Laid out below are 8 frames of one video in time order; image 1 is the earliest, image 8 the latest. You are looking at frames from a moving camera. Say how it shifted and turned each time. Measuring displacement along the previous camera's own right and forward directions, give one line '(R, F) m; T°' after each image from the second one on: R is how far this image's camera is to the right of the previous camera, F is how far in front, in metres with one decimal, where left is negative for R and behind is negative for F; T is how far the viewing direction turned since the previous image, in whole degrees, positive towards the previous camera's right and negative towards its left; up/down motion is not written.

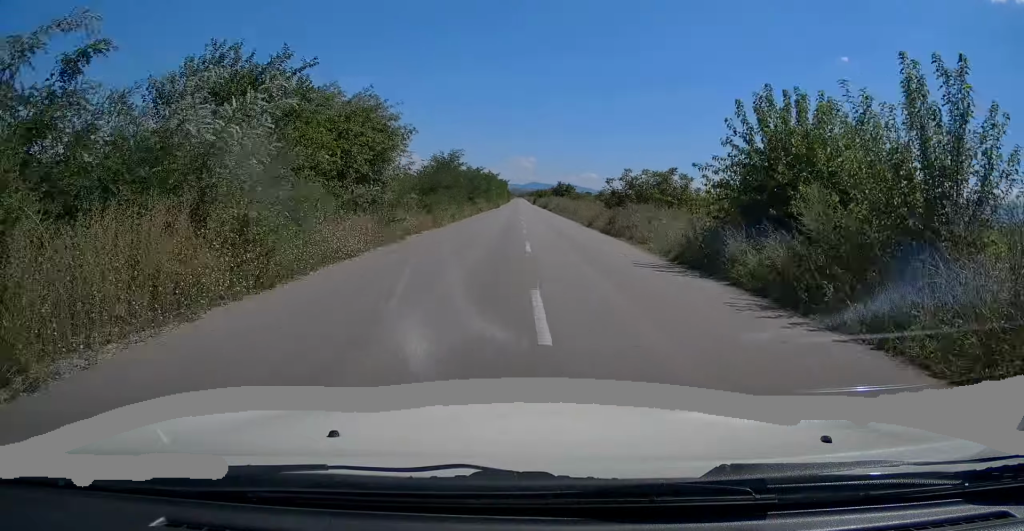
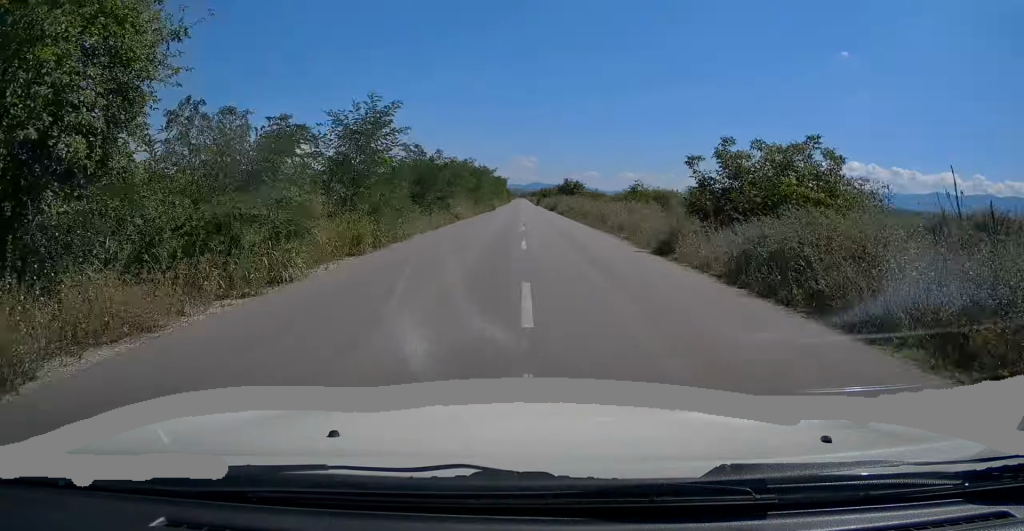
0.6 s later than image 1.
(-0.2, +17.0) m; 0°
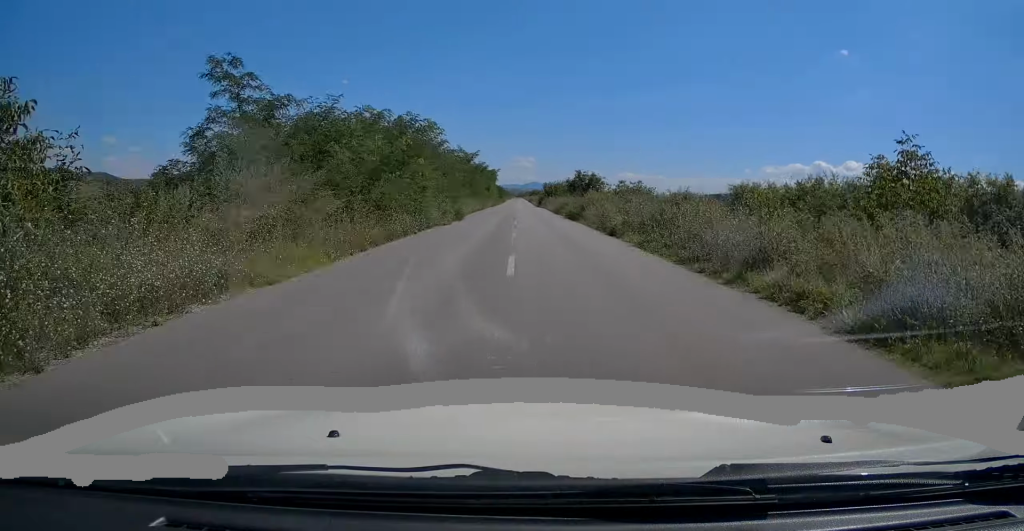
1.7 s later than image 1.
(+0.2, +32.1) m; 0°
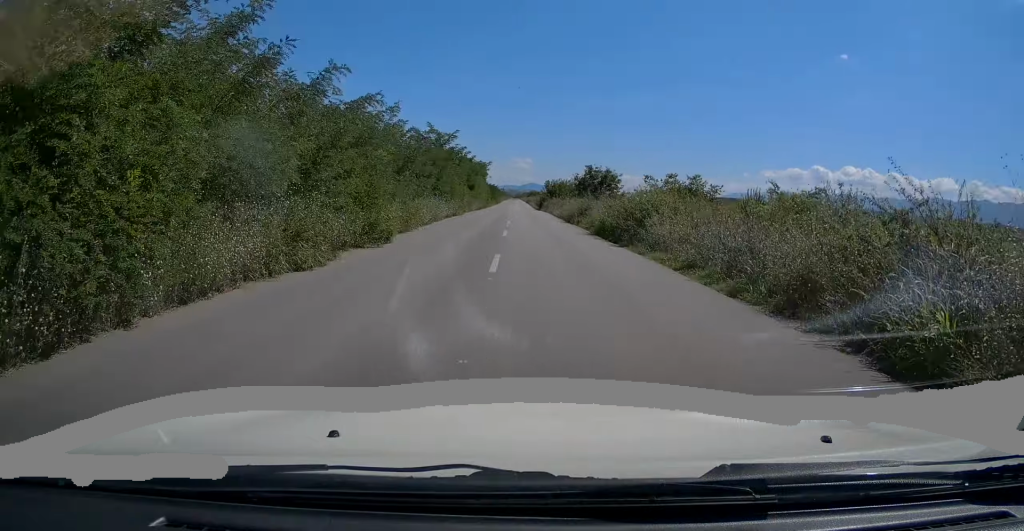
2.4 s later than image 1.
(-0.1, +17.6) m; 0°
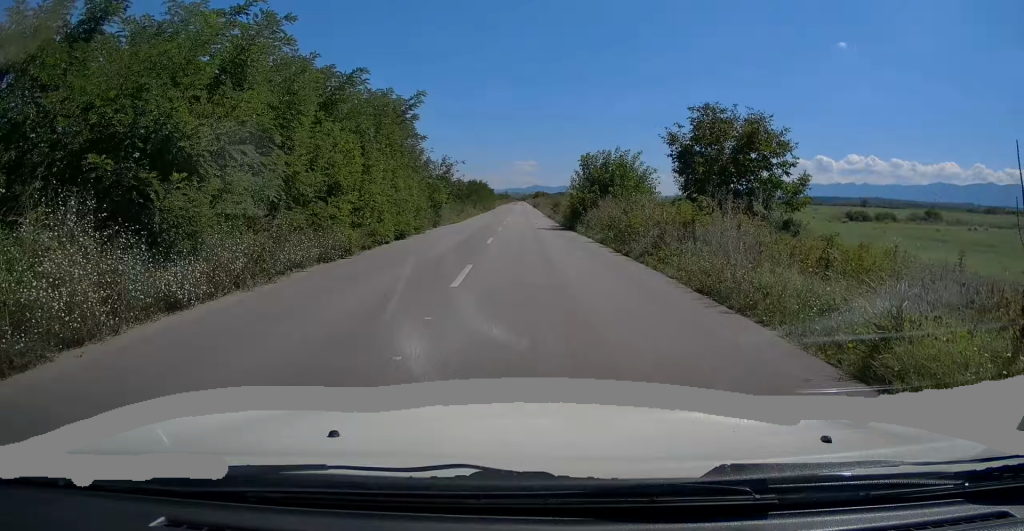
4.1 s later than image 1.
(-0.3, +45.5) m; 0°
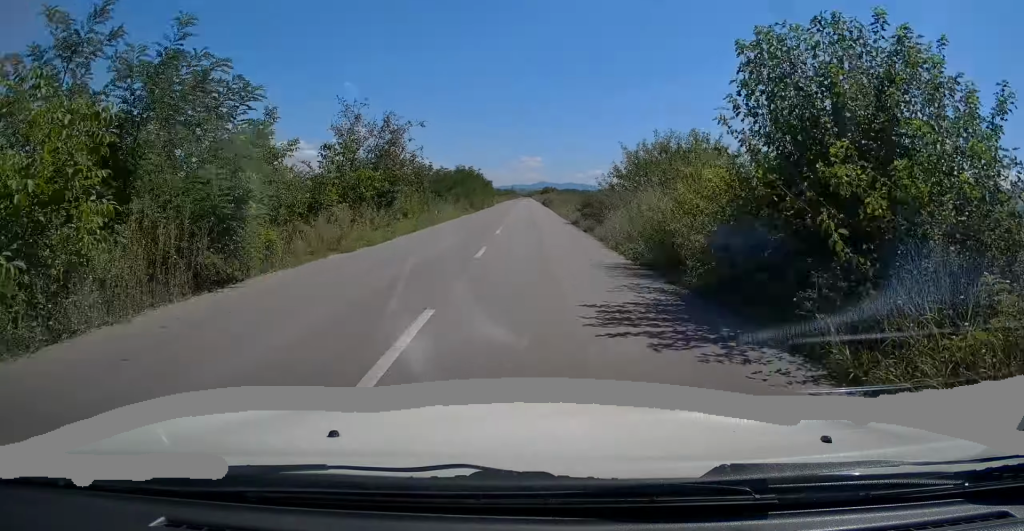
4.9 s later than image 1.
(+0.1, +22.5) m; 0°
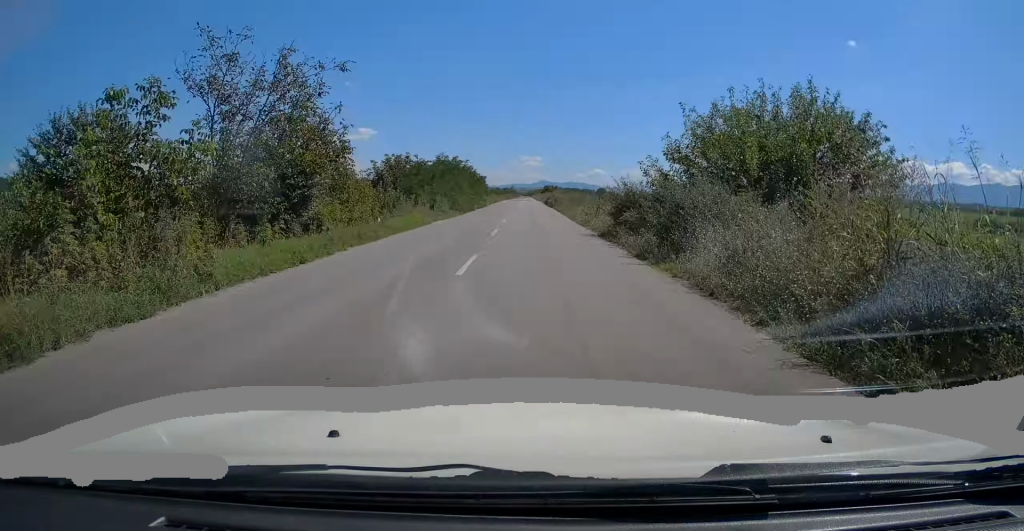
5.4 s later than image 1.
(0.0, +12.1) m; 0°
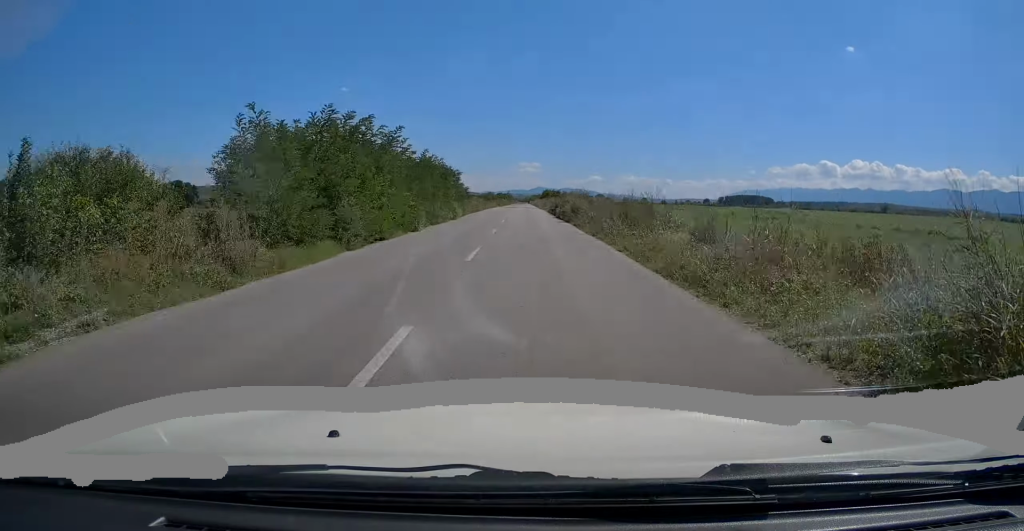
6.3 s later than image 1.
(-0.1, +24.2) m; 0°
